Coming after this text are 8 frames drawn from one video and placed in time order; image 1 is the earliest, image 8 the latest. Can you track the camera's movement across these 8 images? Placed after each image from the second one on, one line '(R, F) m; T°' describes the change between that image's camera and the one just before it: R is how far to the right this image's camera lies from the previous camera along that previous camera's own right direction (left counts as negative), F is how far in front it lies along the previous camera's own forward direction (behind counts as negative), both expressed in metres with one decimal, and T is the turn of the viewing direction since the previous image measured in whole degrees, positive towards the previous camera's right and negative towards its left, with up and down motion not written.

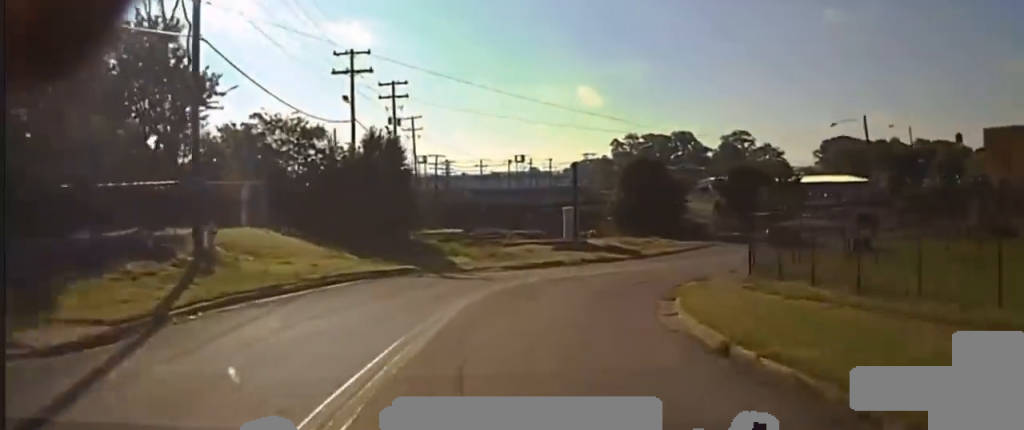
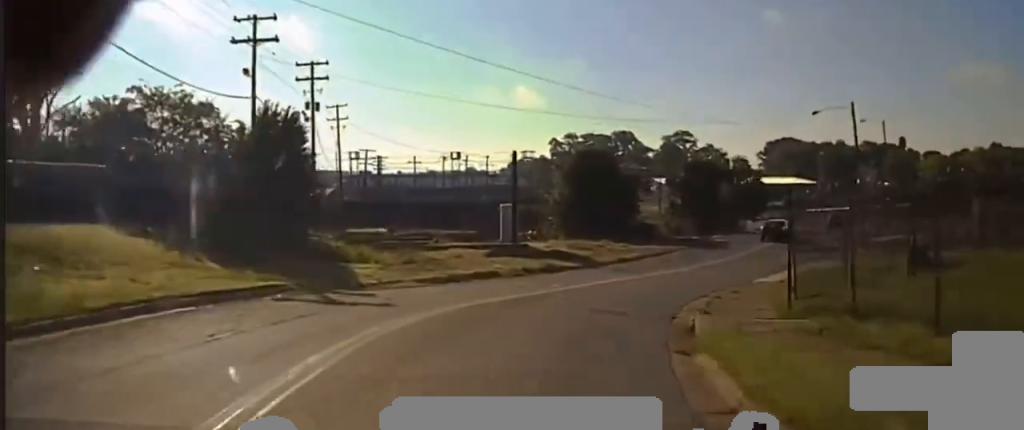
(-0.2, +8.8) m; +2°
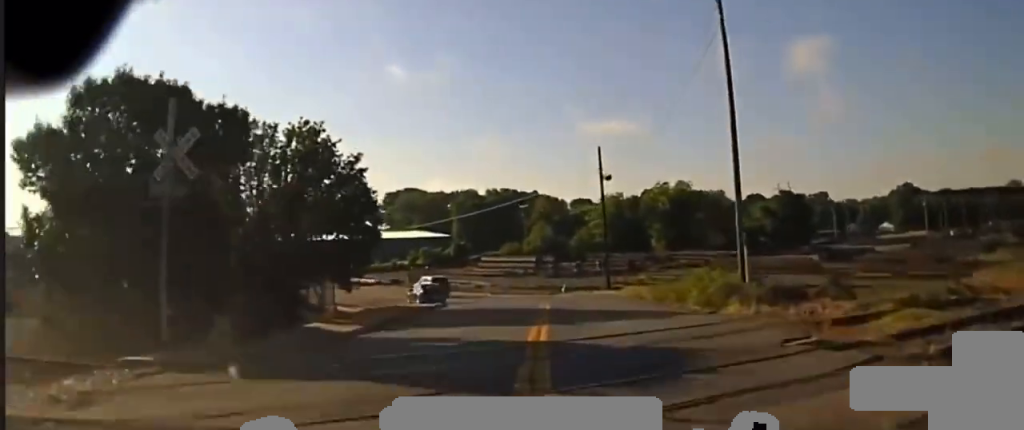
(+13.0, +51.8) m; +27°
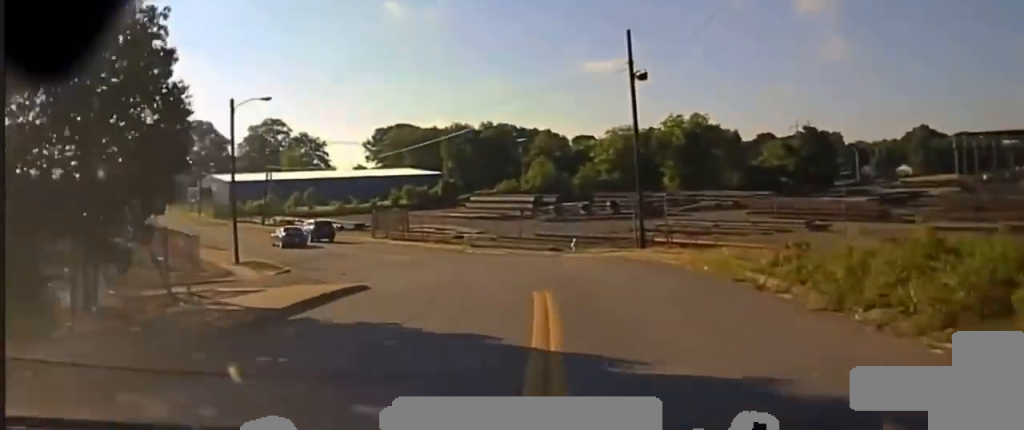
(+0.8, +20.0) m; +1°
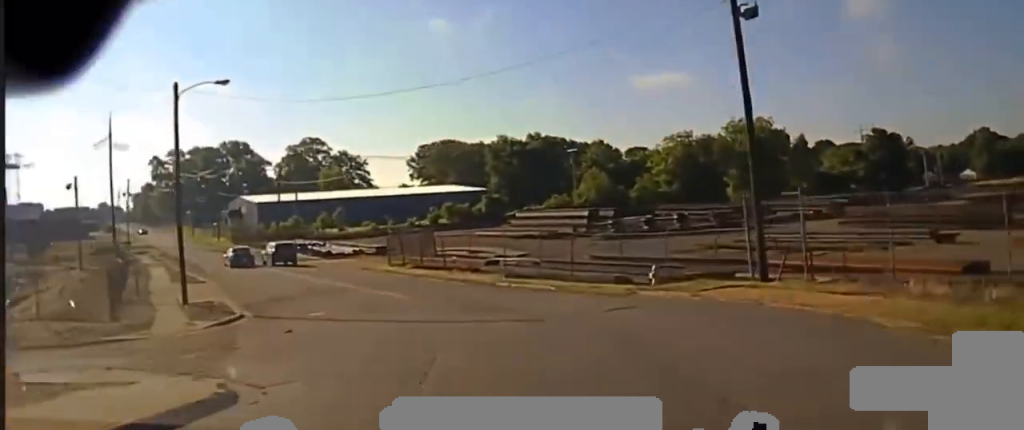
(-0.3, +13.8) m; -2°
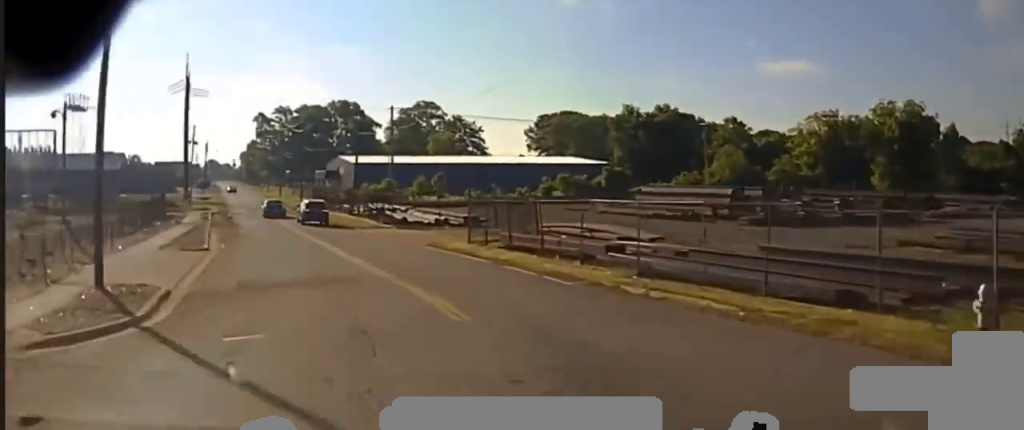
(-0.4, +15.9) m; -5°
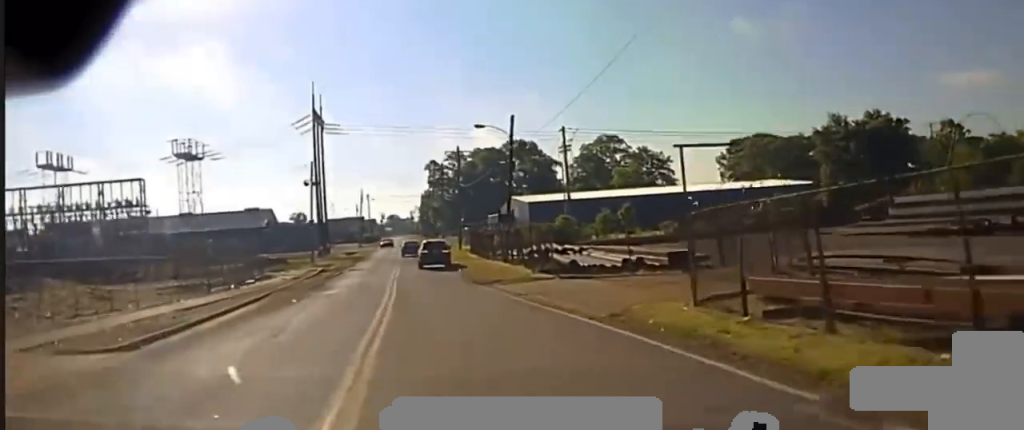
(-1.6, +21.4) m; -11°
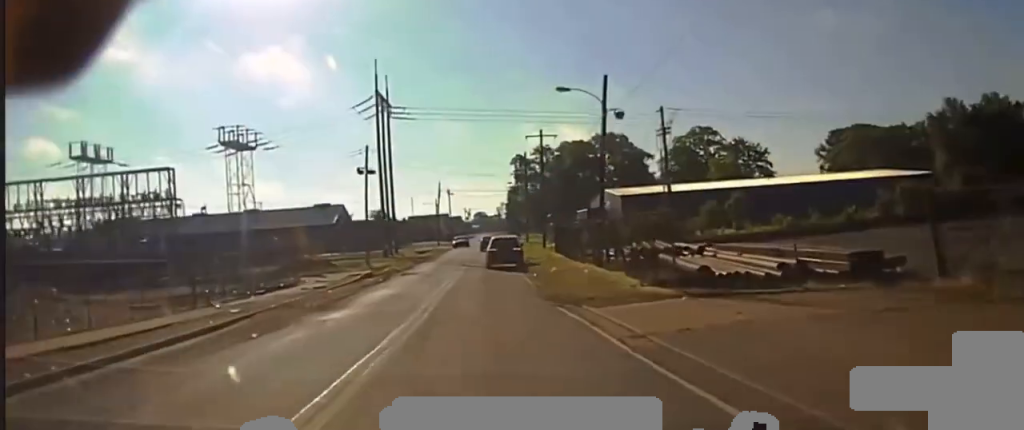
(-0.5, +12.4) m; -7°
